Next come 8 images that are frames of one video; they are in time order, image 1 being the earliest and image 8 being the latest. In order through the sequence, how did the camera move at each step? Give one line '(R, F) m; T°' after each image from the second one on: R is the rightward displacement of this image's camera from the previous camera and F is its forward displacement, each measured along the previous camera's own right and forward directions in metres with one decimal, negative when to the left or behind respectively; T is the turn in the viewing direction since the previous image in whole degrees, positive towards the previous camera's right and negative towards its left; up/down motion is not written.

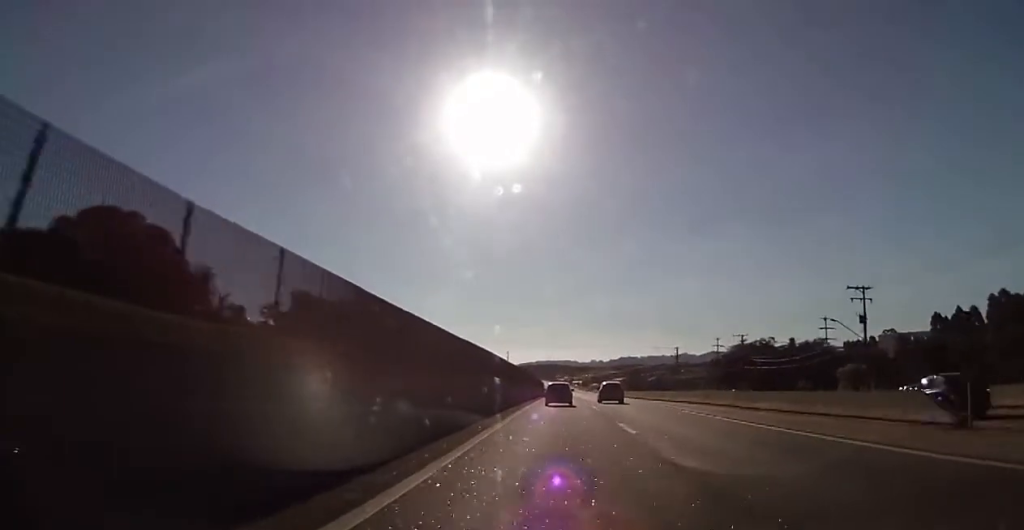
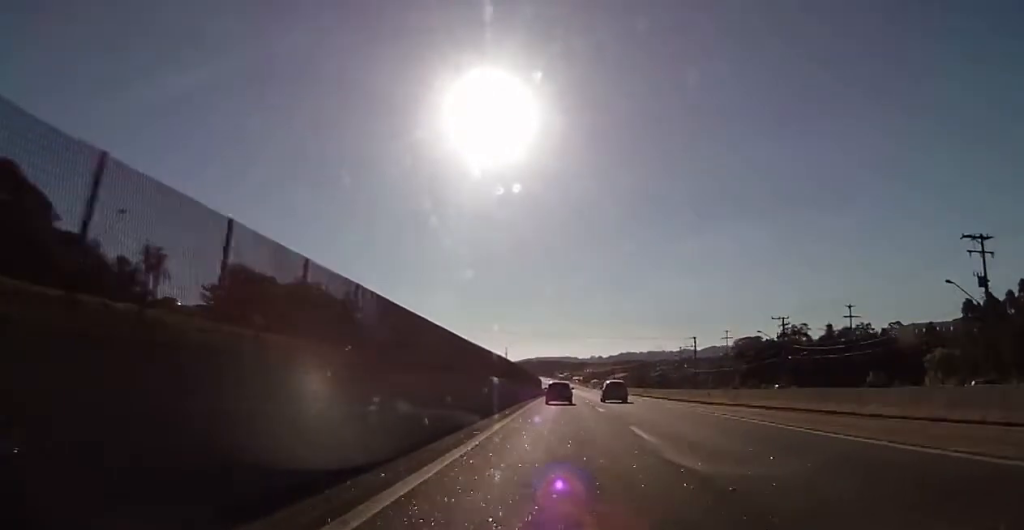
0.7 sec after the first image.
(0.0, +20.5) m; 0°
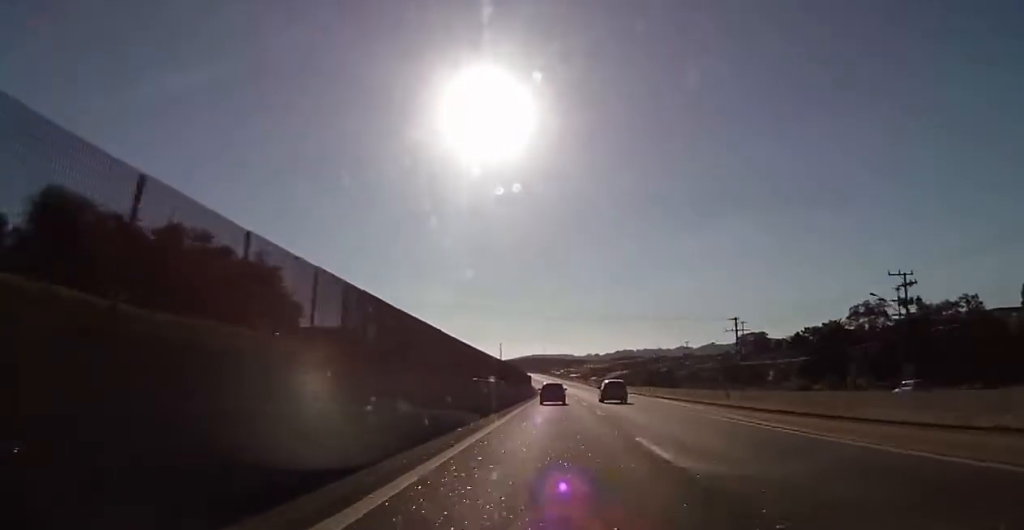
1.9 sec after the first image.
(-0.2, +33.0) m; -1°
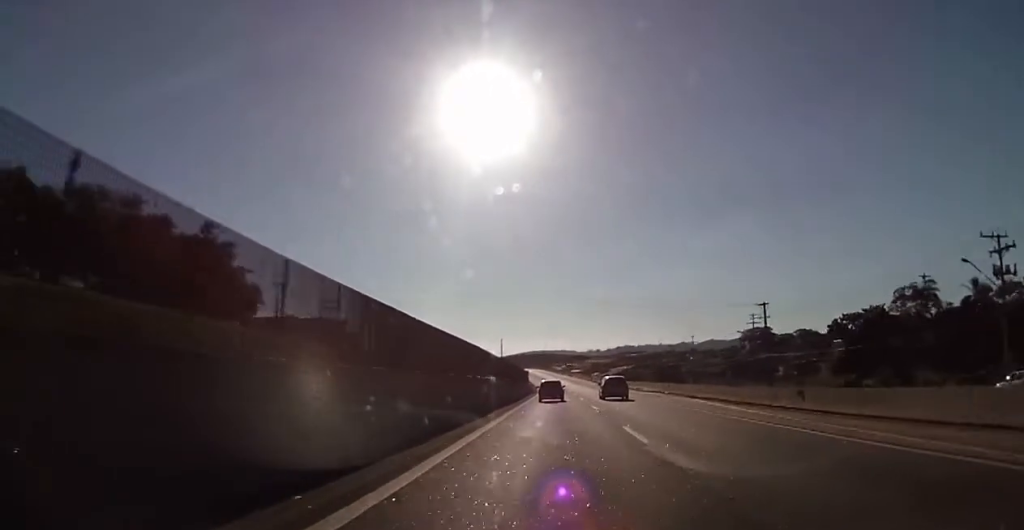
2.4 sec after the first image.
(0.0, +13.5) m; 0°
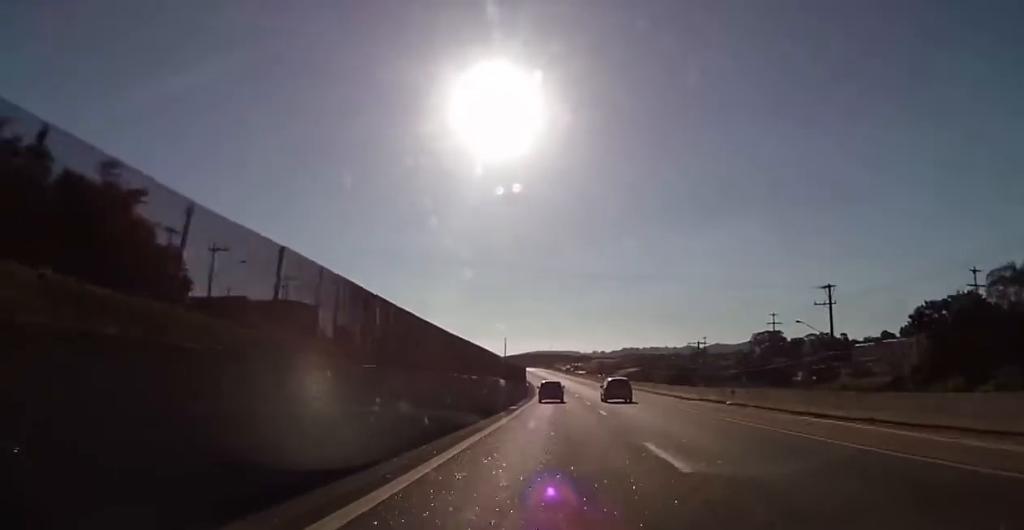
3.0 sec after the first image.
(-0.2, +19.7) m; 0°
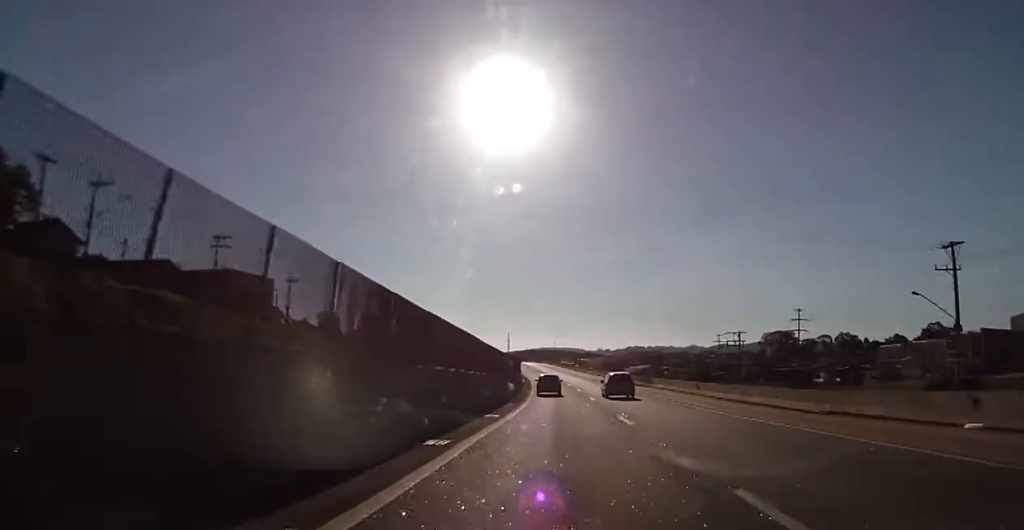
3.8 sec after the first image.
(+0.3, +22.1) m; 0°
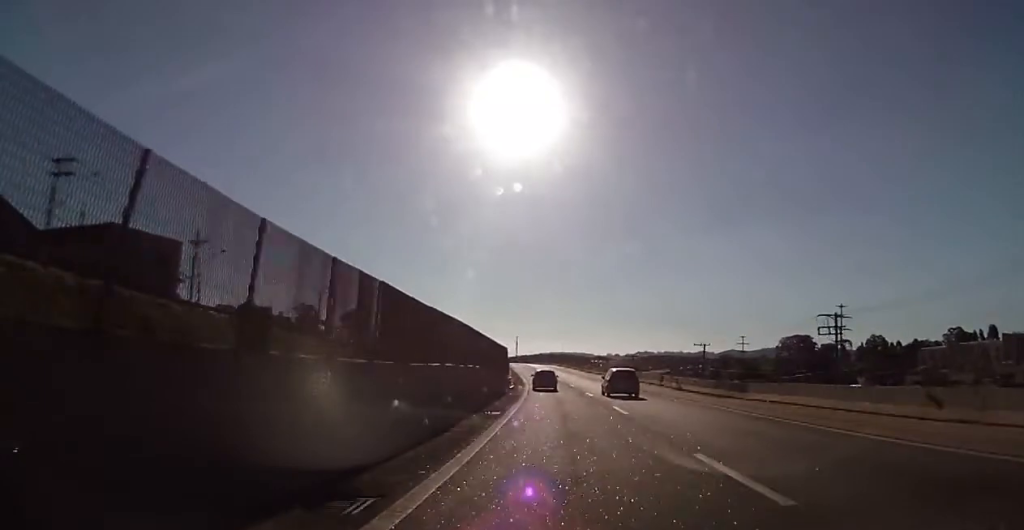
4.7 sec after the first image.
(+0.1, +28.5) m; -1°
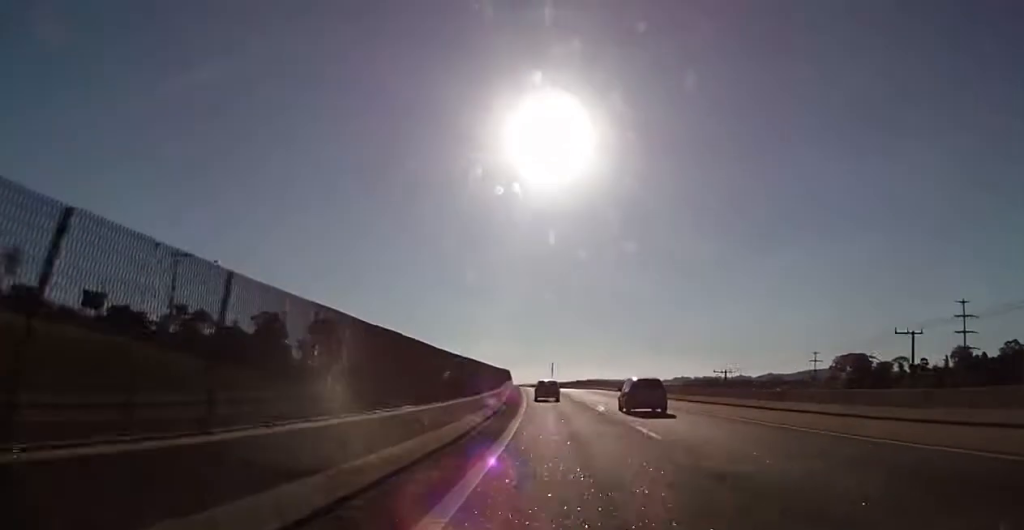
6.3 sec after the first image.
(-1.2, +50.1) m; -2°
